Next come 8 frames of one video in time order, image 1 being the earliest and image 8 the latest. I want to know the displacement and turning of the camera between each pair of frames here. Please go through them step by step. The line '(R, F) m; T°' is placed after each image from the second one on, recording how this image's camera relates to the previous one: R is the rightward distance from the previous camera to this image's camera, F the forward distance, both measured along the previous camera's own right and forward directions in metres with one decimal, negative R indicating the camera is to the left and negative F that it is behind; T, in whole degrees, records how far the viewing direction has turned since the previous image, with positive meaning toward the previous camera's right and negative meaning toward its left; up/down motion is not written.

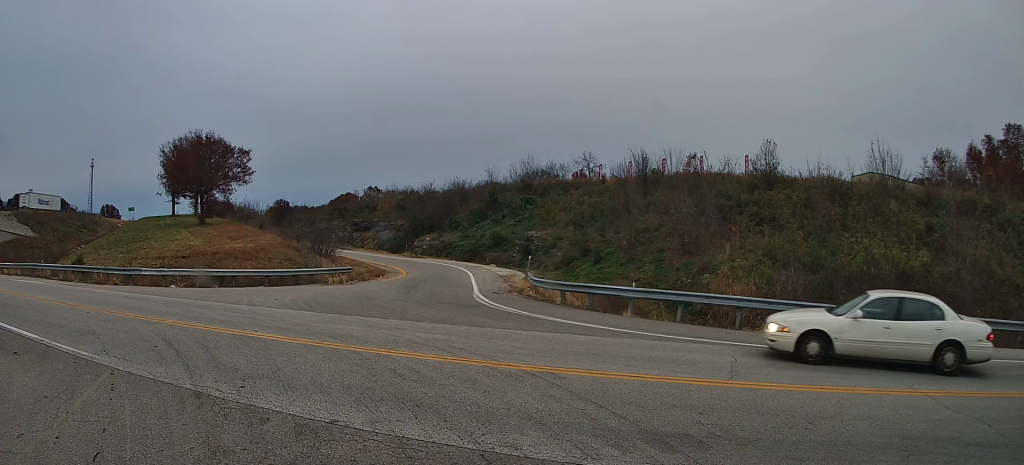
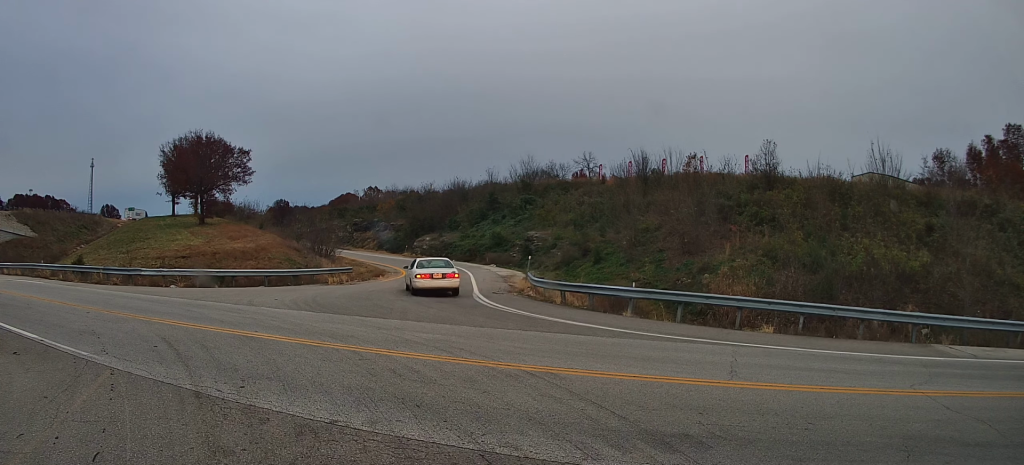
(0.0, 0.0) m; 0°
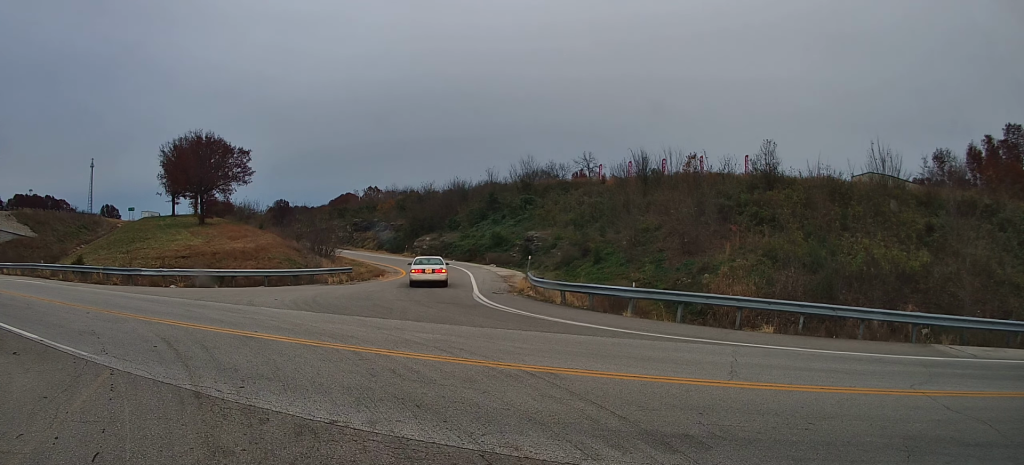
(0.0, 0.0) m; 0°
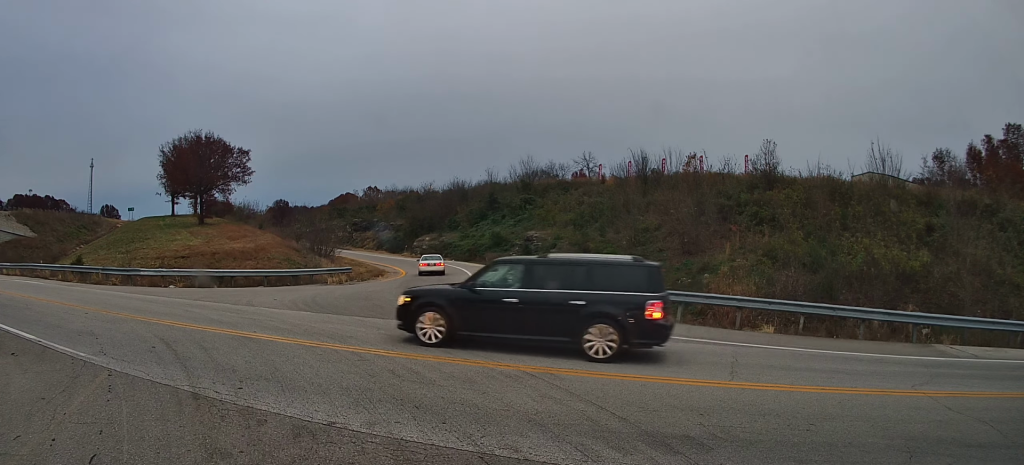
(0.0, 0.0) m; 0°
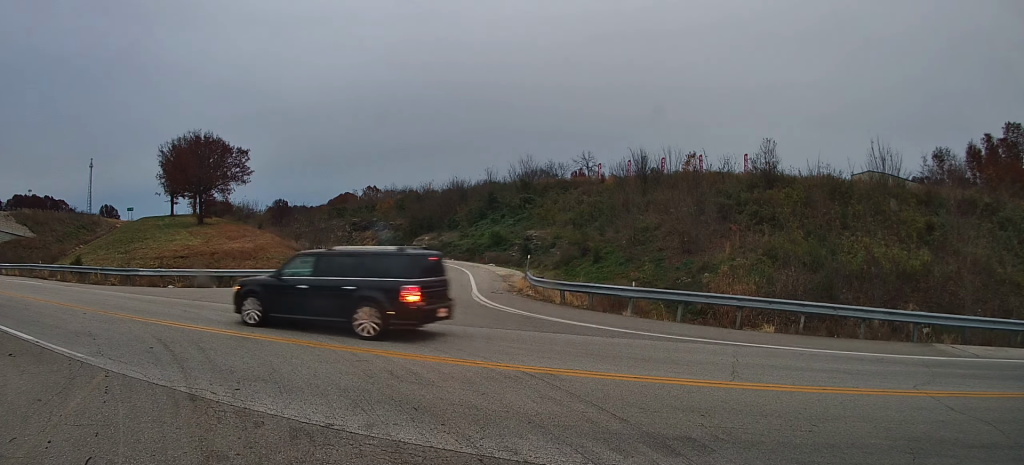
(0.0, 0.0) m; 0°
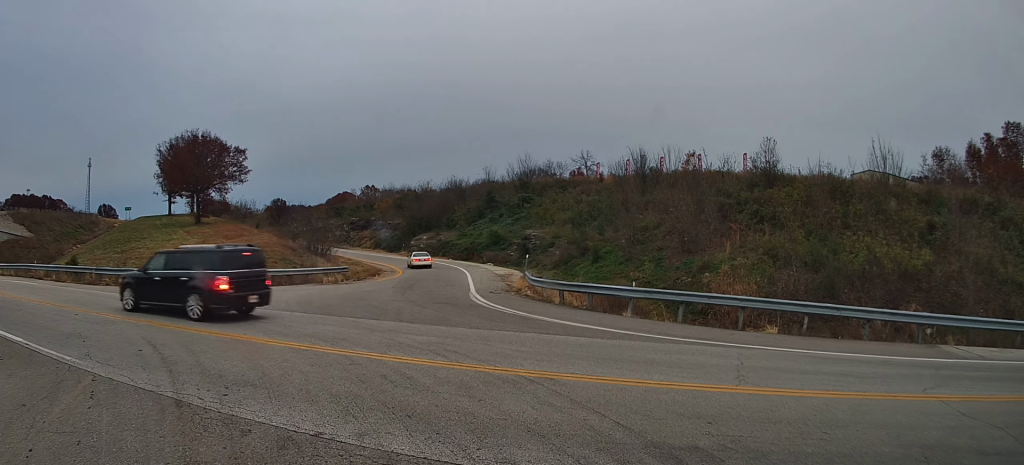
(0.0, 0.0) m; 0°
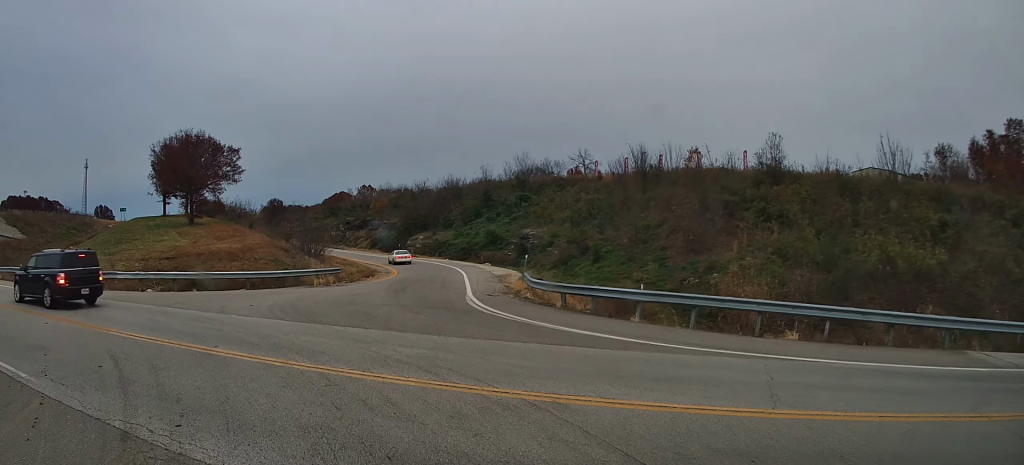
(0.0, +1.2) m; 0°
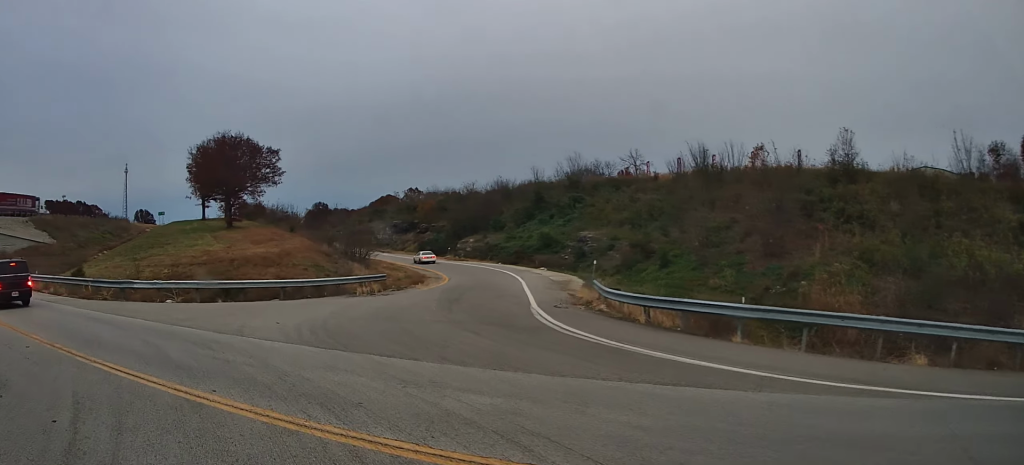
(0.0, +2.7) m; -4°
